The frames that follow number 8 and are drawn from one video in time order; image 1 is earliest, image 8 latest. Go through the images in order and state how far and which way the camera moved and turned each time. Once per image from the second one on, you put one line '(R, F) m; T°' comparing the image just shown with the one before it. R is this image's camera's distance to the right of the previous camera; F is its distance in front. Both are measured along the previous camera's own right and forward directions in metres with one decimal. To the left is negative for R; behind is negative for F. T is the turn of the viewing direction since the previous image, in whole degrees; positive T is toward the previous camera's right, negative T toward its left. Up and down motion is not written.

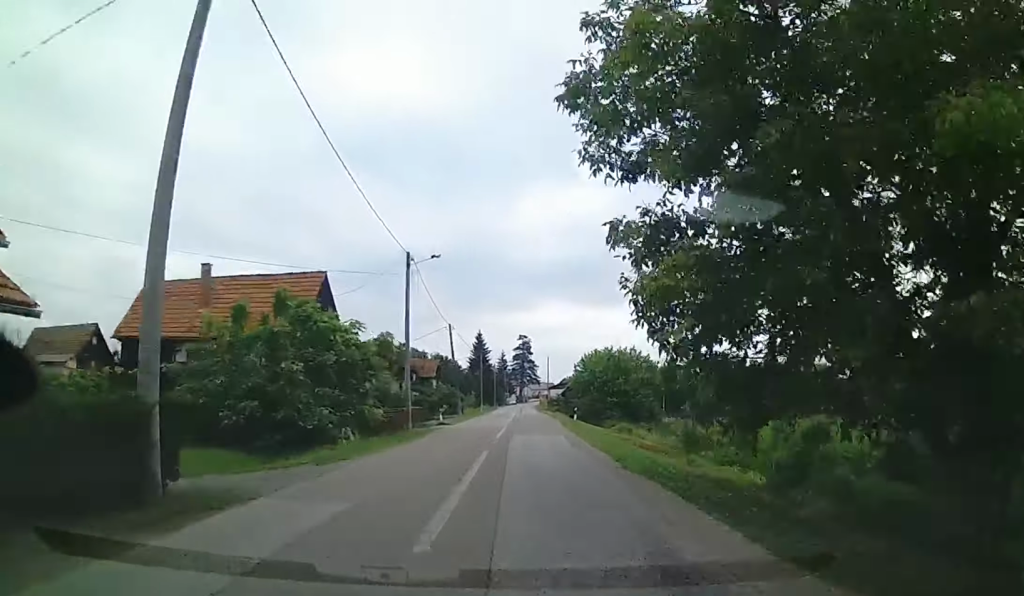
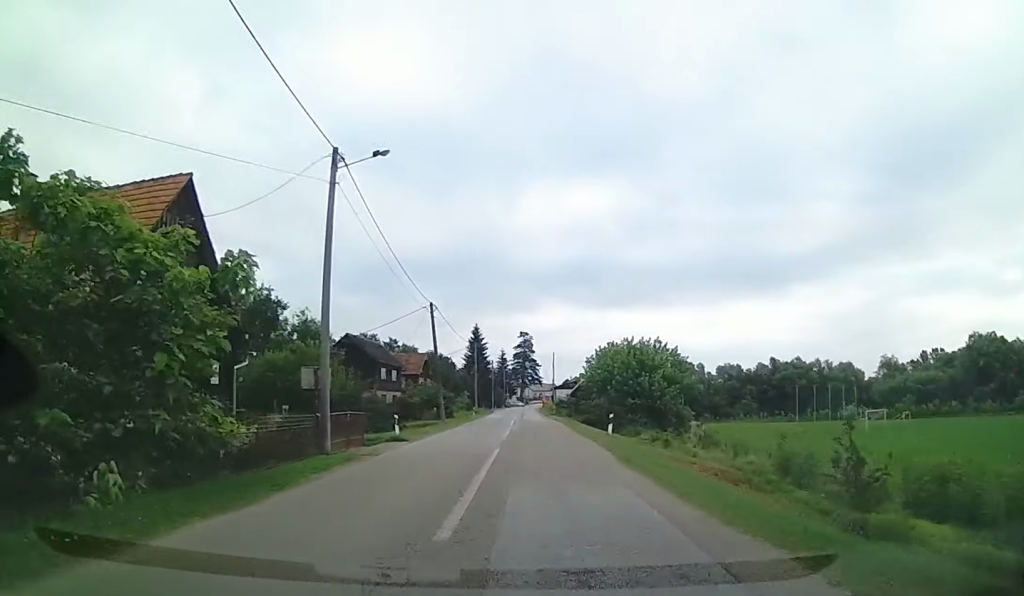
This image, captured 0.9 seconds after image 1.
(-0.8, +14.7) m; 0°
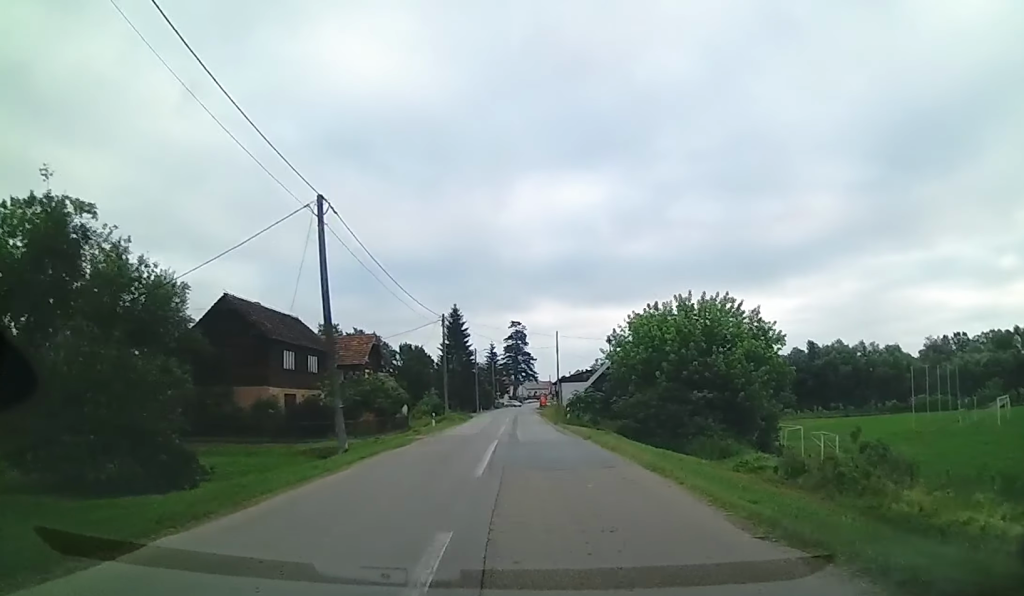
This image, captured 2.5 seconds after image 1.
(+0.5, +27.4) m; +1°
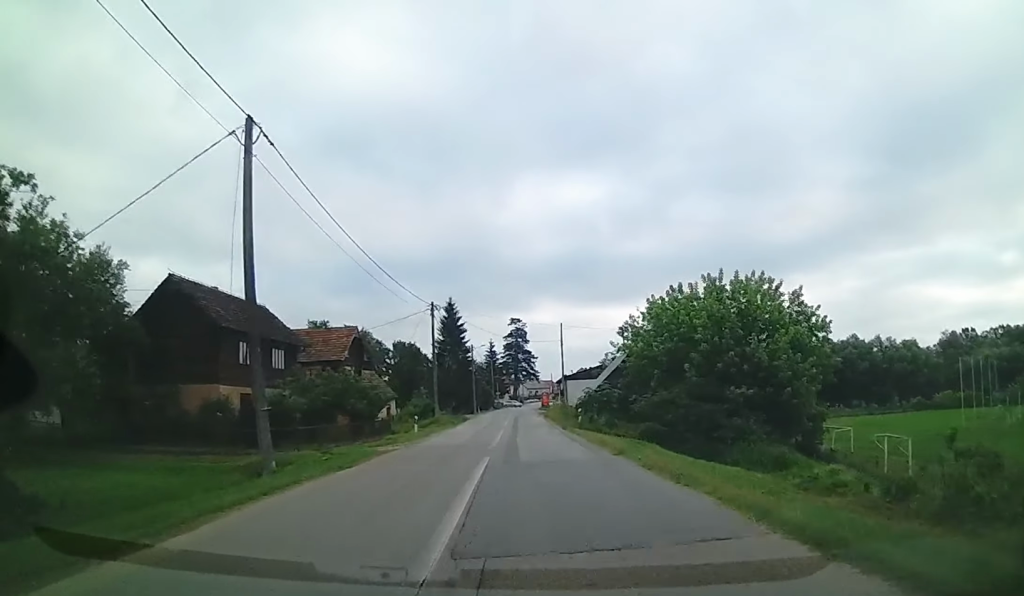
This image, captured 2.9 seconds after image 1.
(-0.3, +7.2) m; 0°
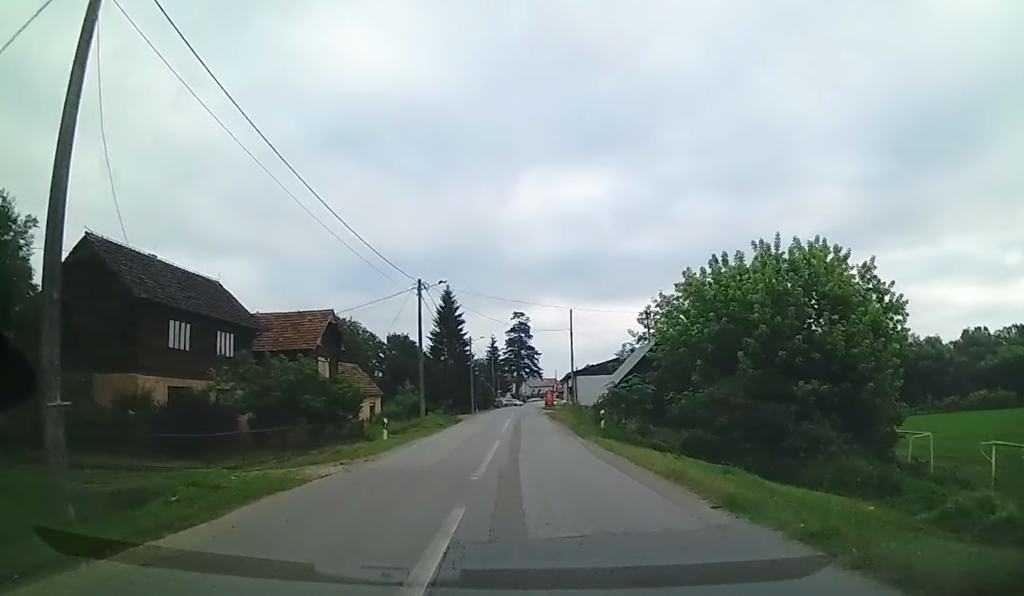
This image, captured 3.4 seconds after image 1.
(+0.3, +8.0) m; 0°
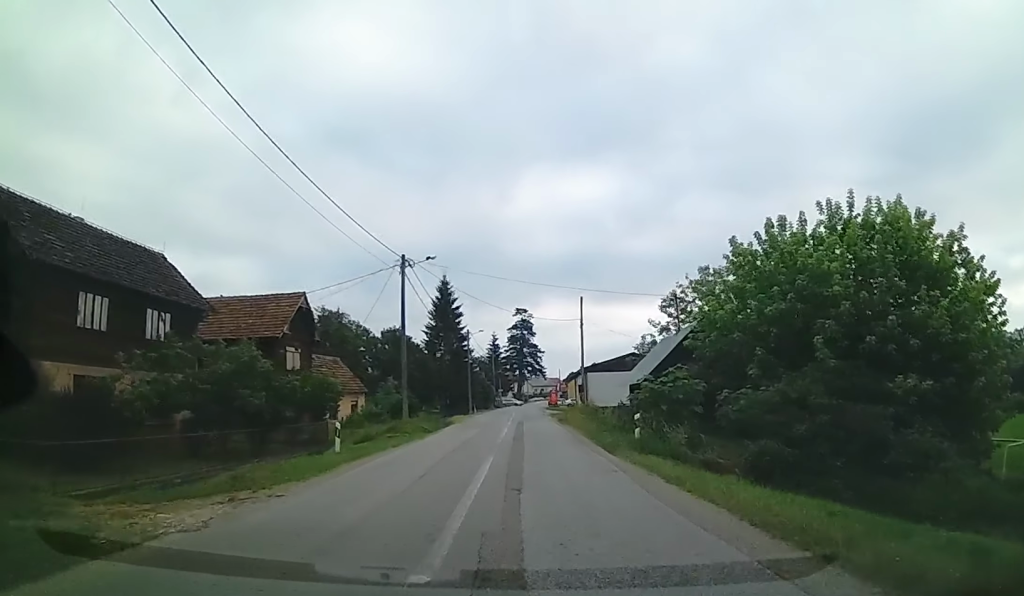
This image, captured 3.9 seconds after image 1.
(+0.3, +6.9) m; 0°
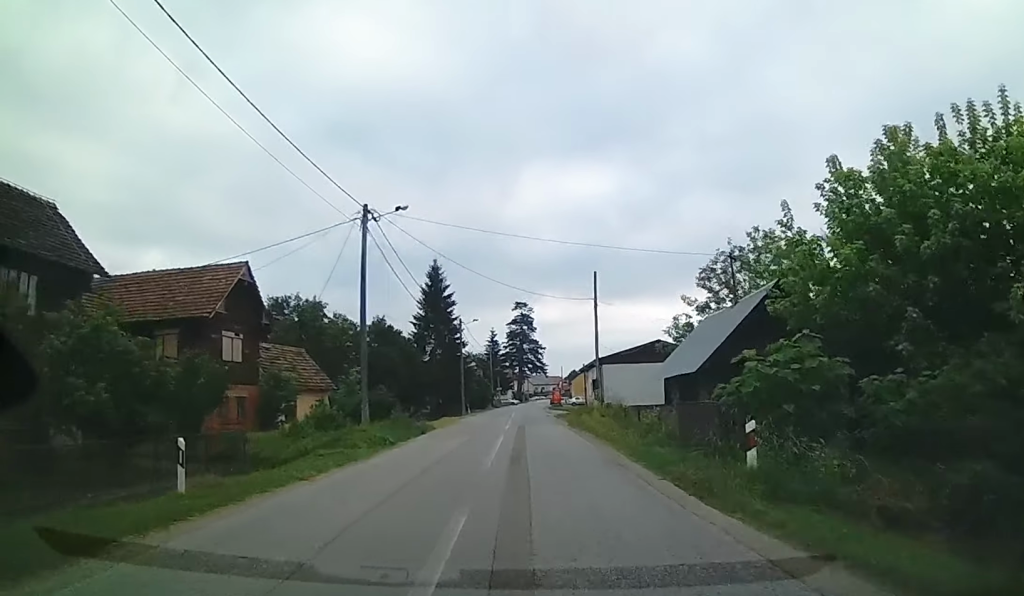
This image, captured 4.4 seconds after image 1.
(-0.2, +8.6) m; 0°
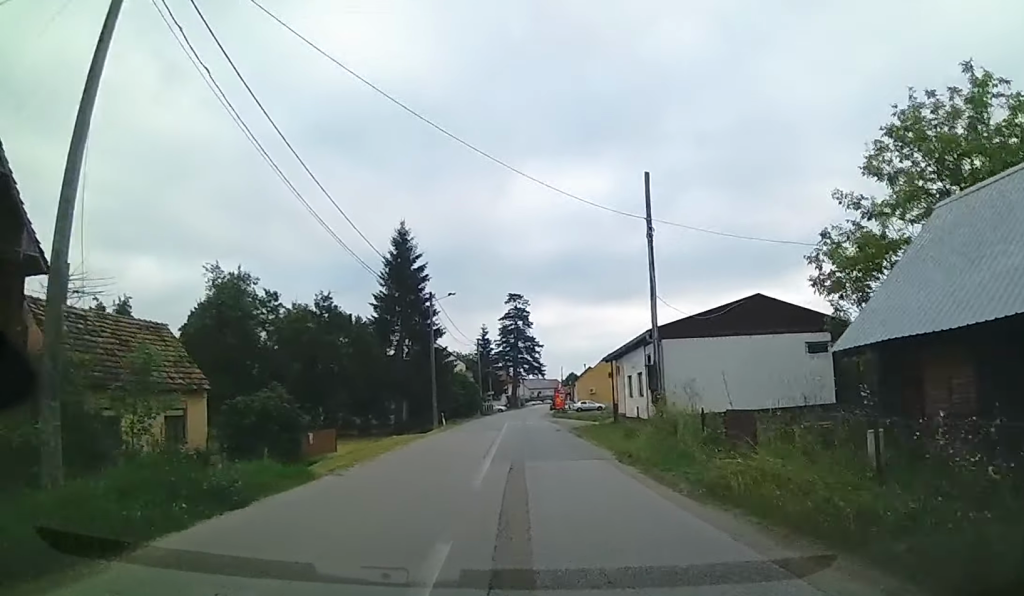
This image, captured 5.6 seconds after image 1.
(0.0, +17.0) m; +1°
